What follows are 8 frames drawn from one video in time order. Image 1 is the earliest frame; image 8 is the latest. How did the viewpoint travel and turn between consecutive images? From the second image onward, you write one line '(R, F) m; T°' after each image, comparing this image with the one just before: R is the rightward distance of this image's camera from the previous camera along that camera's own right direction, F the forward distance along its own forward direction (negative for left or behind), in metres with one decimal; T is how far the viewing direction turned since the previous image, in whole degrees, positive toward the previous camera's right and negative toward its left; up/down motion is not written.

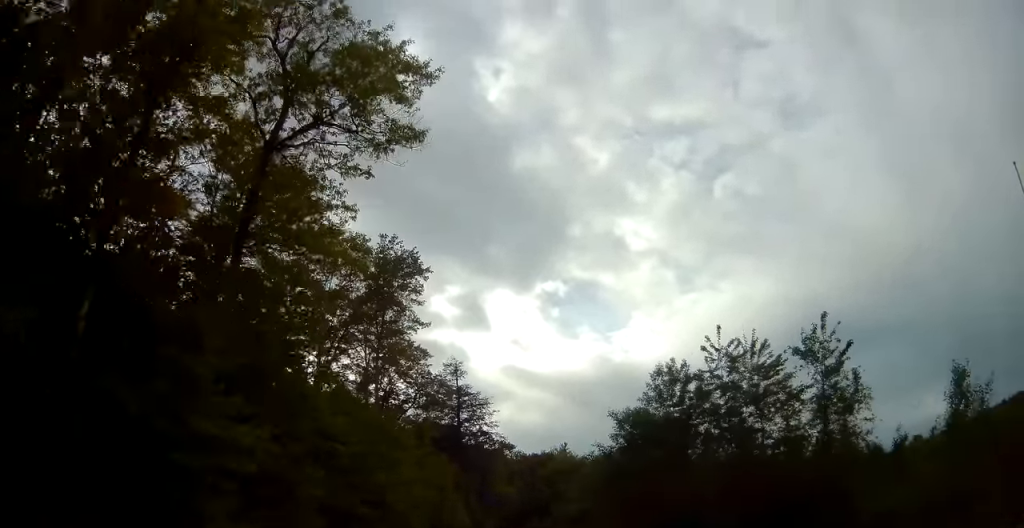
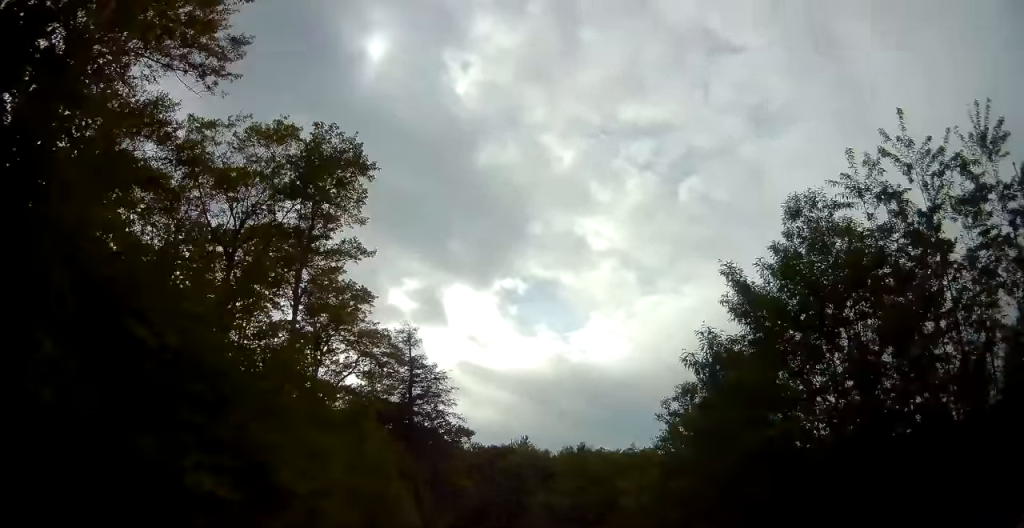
(+0.3, +11.6) m; +1°
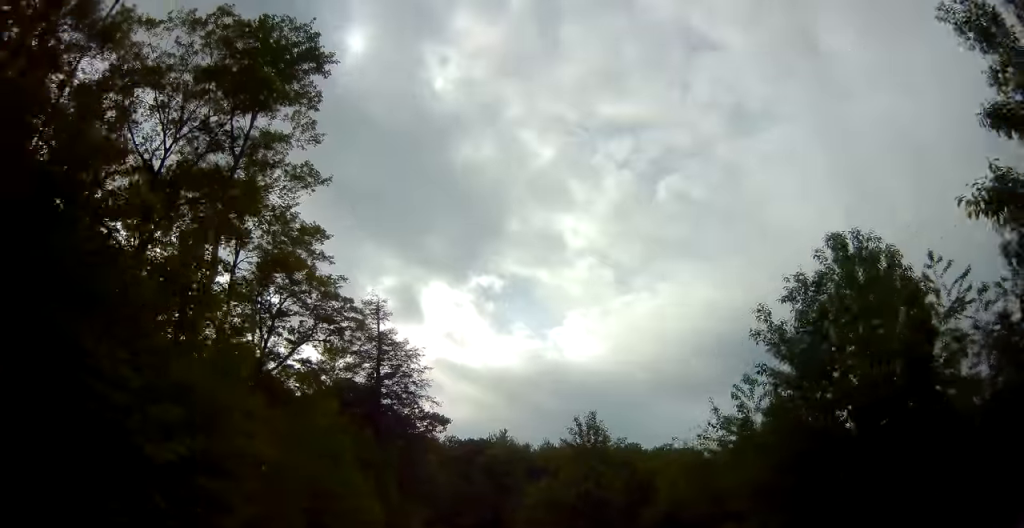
(0.0, +8.0) m; +2°
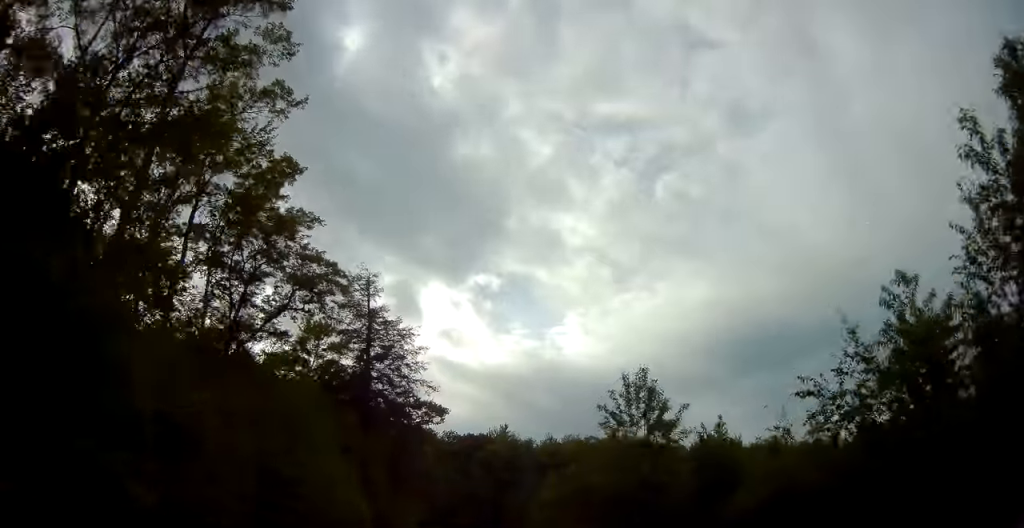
(+0.1, +6.4) m; +1°
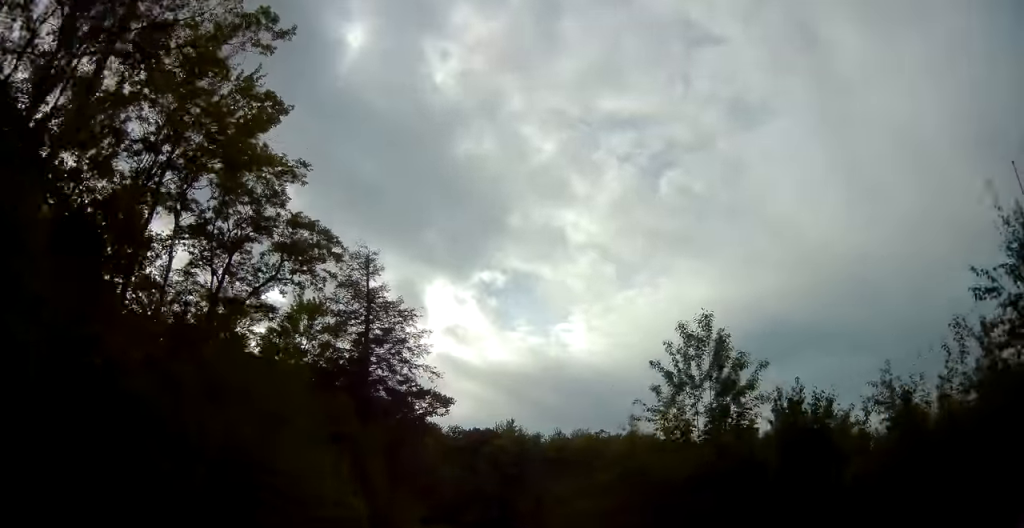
(+0.2, +4.2) m; 0°
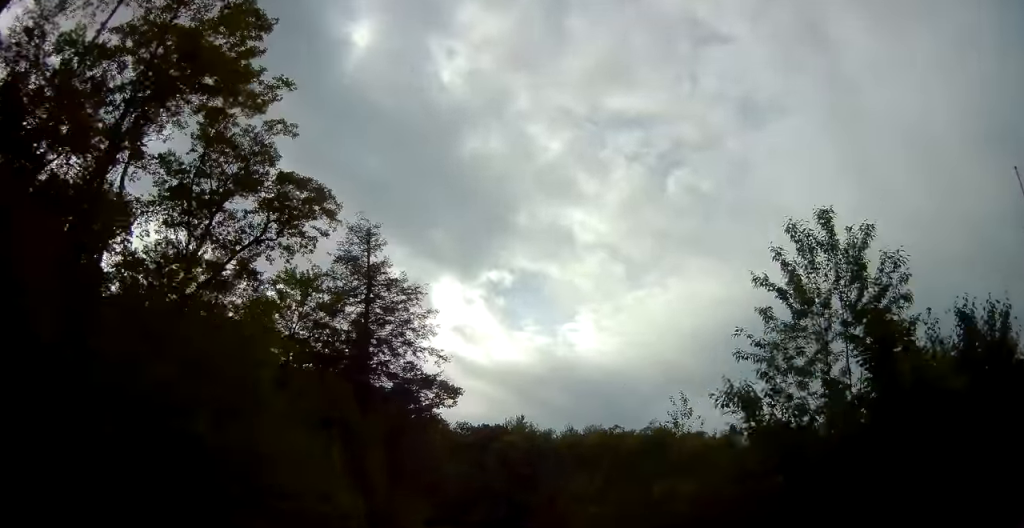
(-0.1, +4.8) m; -1°
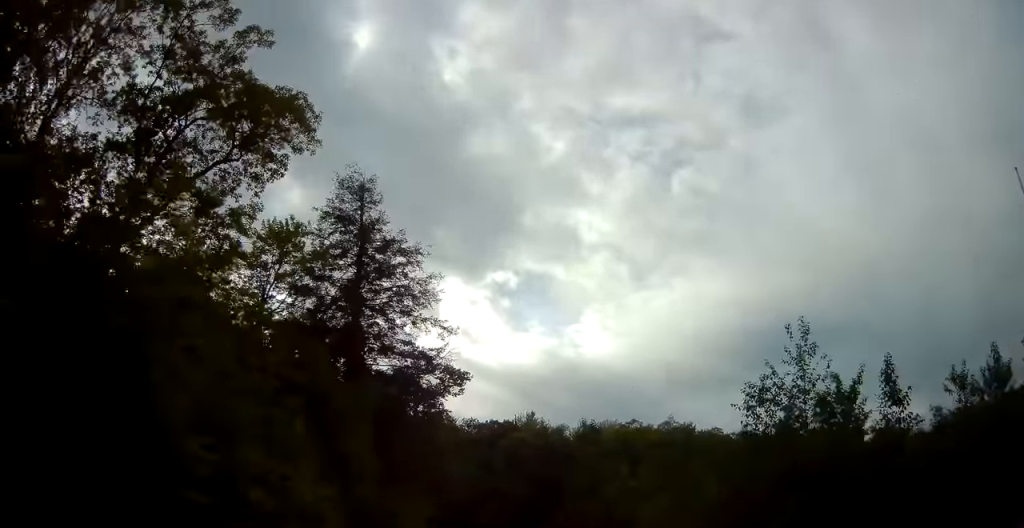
(-0.3, +7.1) m; -2°
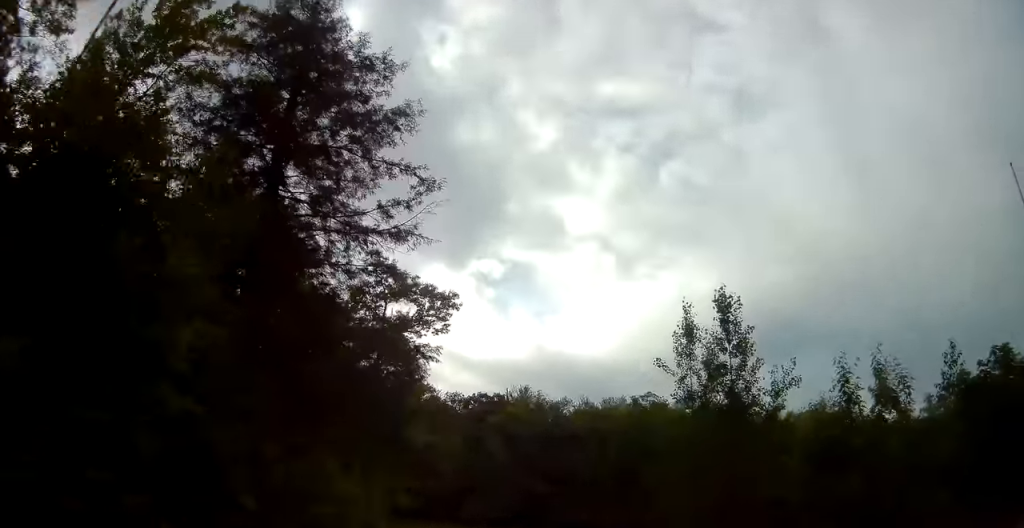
(+0.6, +15.9) m; +5°
